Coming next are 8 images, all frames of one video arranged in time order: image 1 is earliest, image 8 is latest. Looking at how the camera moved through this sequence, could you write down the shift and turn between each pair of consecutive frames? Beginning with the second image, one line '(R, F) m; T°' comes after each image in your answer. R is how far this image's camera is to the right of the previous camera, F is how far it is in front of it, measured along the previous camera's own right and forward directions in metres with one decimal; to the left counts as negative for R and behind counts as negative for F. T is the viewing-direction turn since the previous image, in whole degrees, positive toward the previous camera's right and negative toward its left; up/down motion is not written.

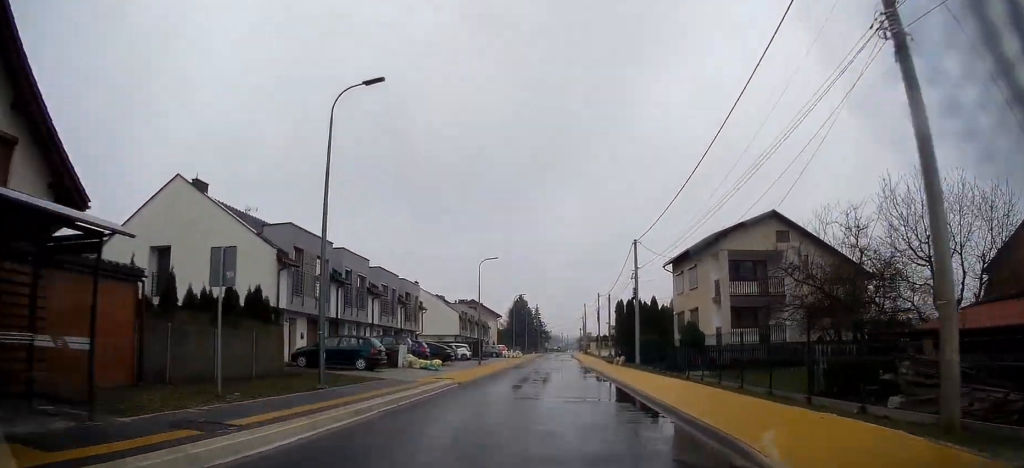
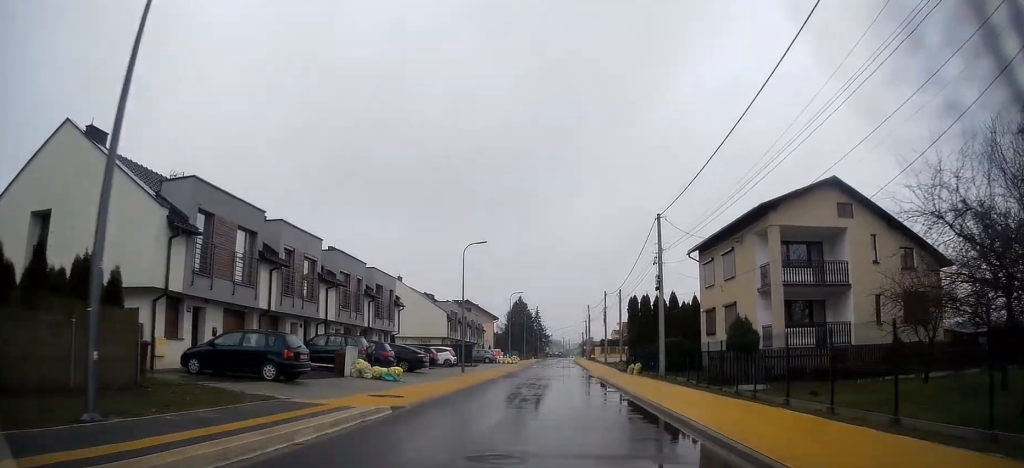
(-0.1, +9.0) m; -1°
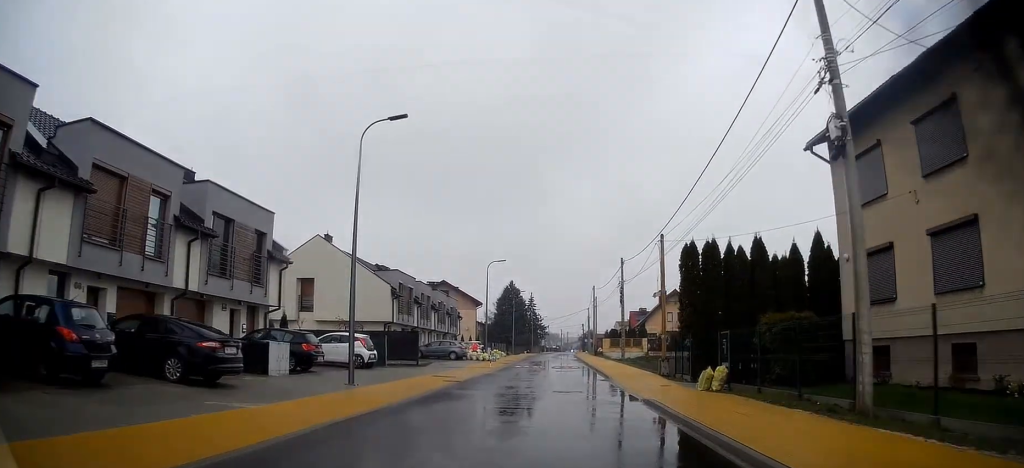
(-0.2, +21.5) m; 0°
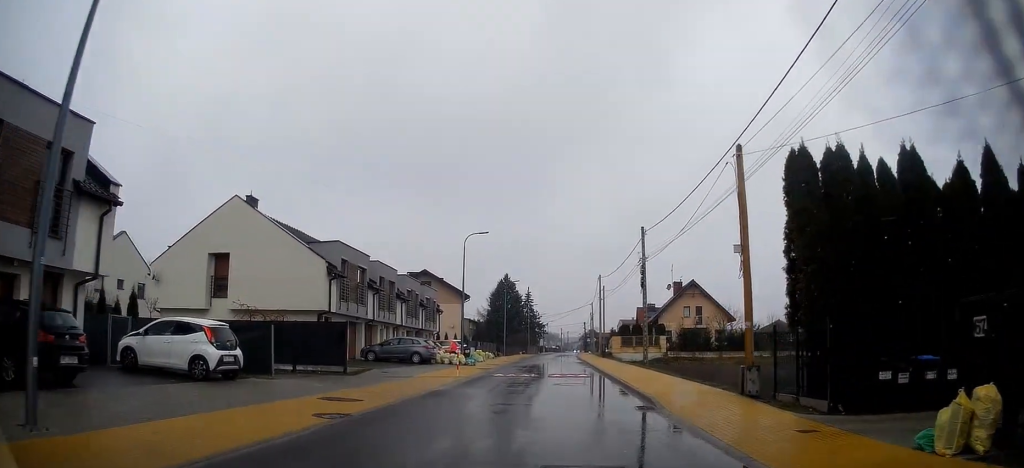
(+0.1, +13.2) m; -1°
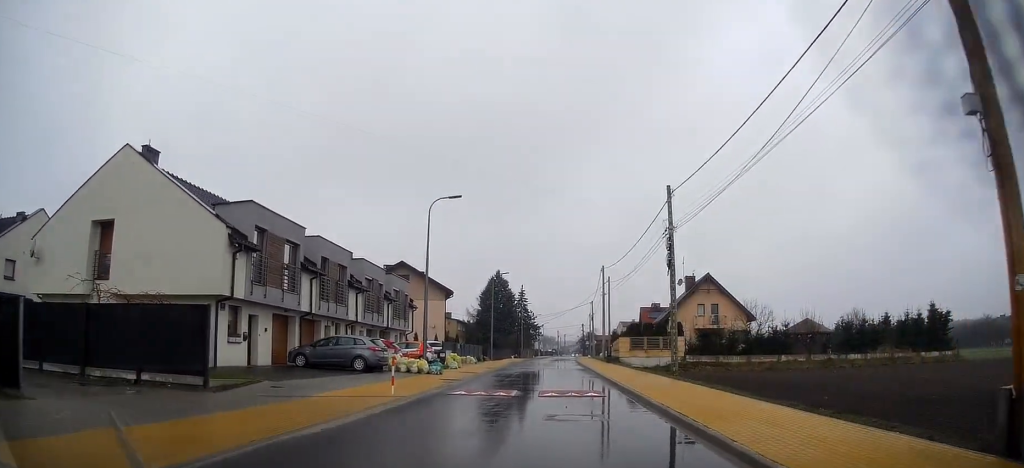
(-0.3, +10.3) m; 0°
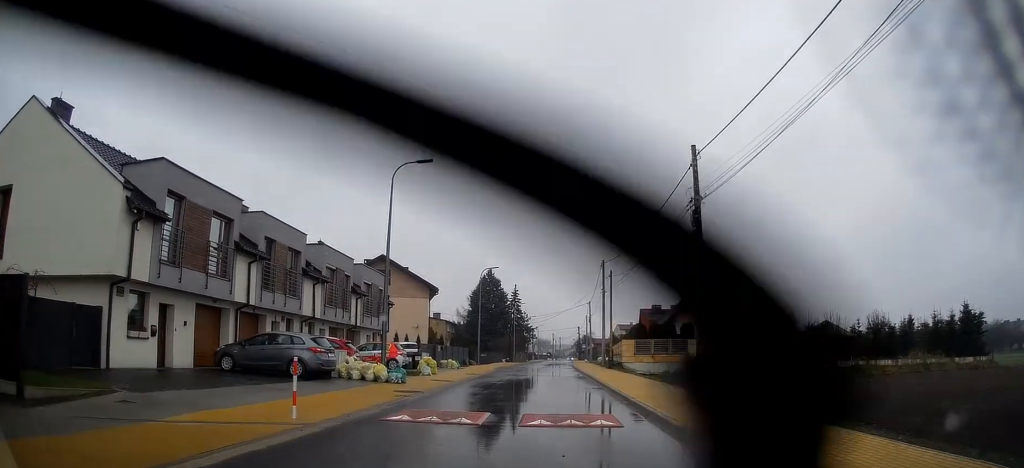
(+0.2, +6.3) m; +3°
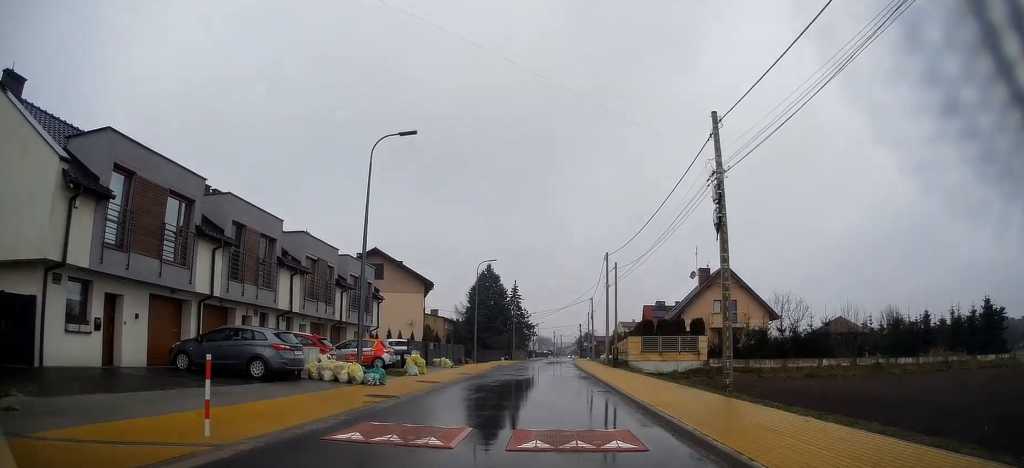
(0.0, +3.2) m; 0°
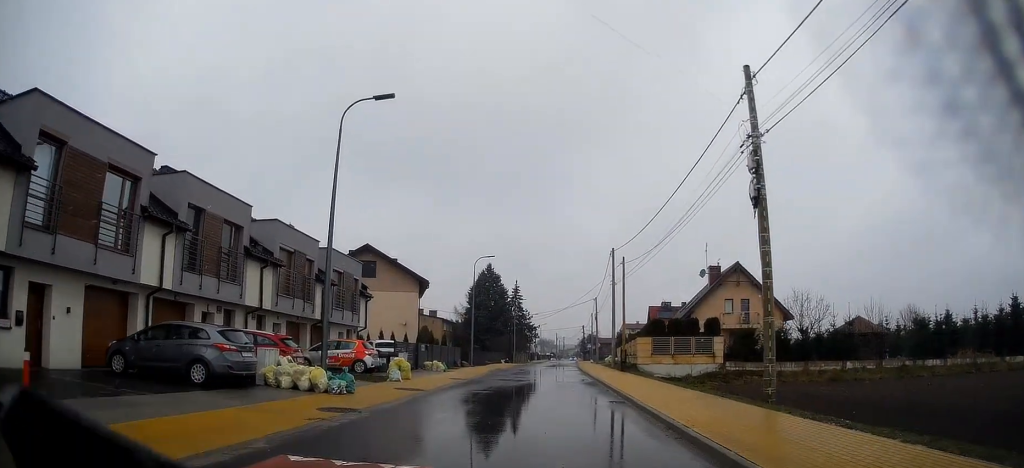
(+0.1, +4.1) m; -1°
